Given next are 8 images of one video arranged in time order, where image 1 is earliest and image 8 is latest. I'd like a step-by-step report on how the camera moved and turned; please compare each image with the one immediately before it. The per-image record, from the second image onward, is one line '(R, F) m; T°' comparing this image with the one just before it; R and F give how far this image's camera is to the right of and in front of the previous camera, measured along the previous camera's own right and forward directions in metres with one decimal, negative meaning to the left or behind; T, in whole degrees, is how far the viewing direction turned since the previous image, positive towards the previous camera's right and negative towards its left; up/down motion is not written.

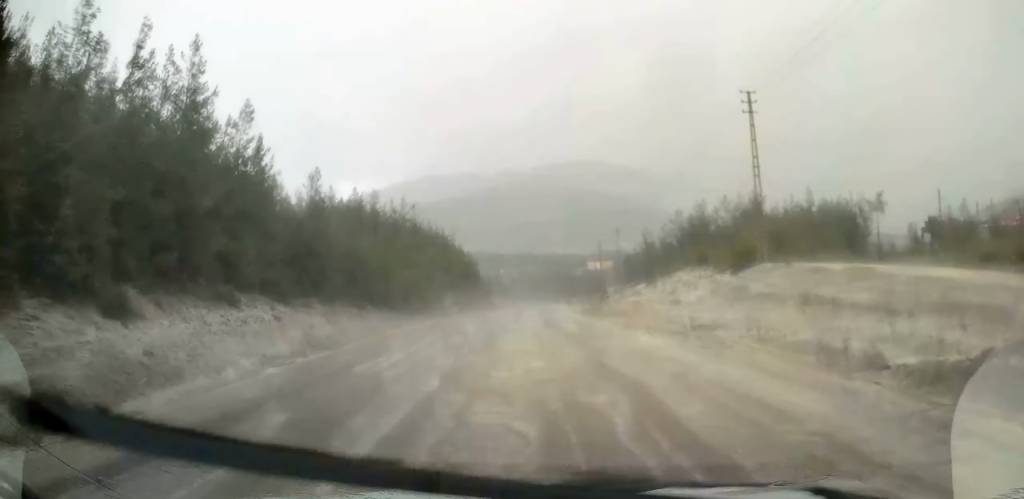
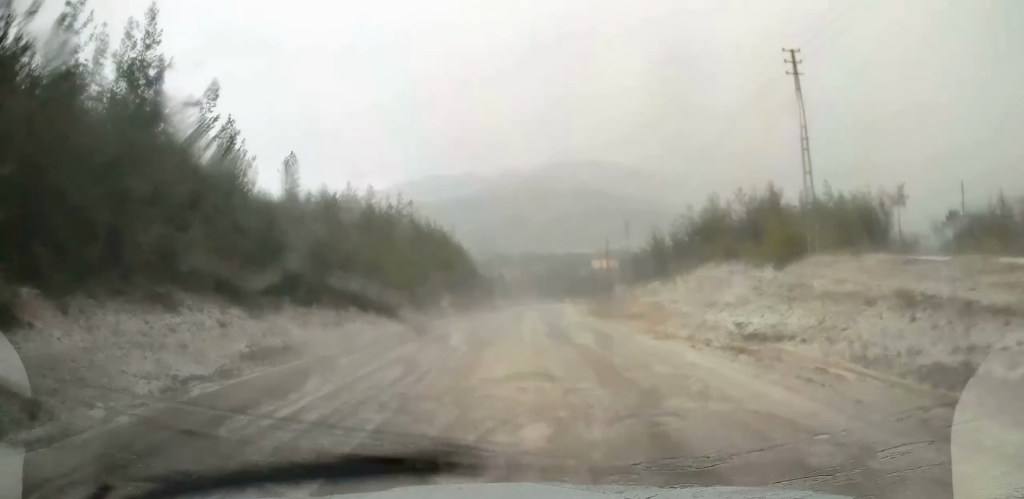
(-0.1, +5.4) m; -1°
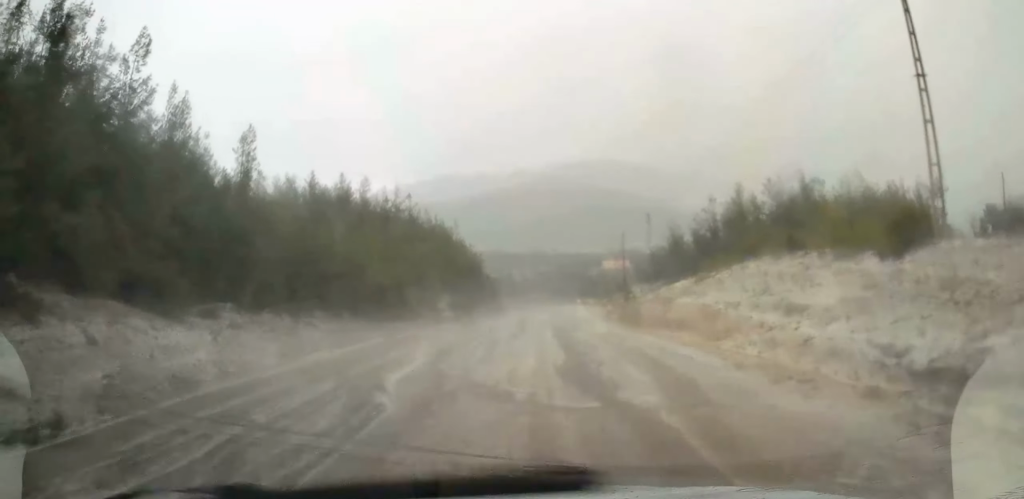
(-0.1, +8.1) m; -1°
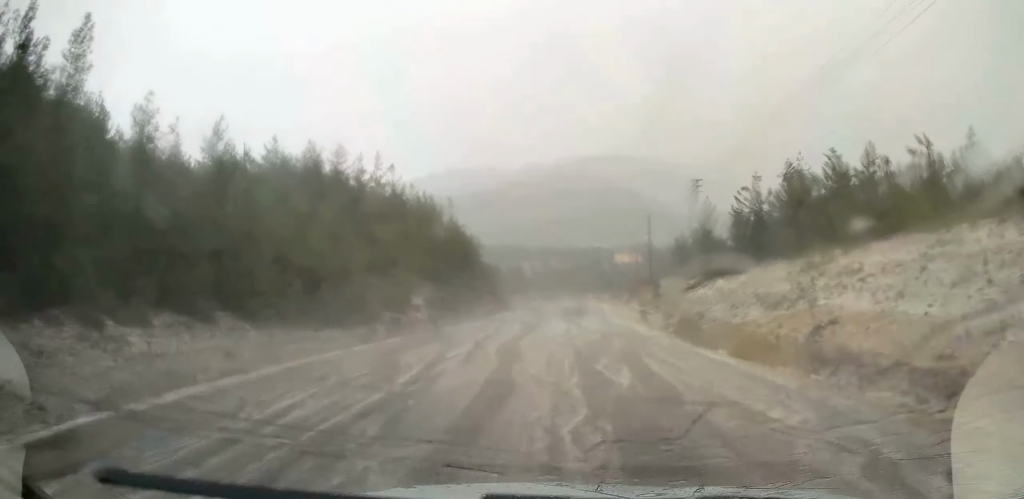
(-0.2, +16.2) m; 0°
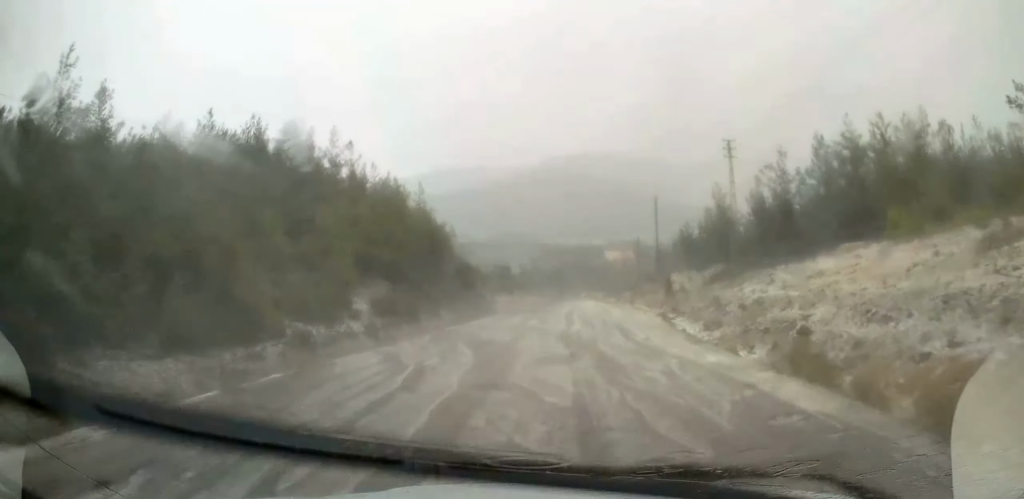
(+0.1, +12.5) m; +1°
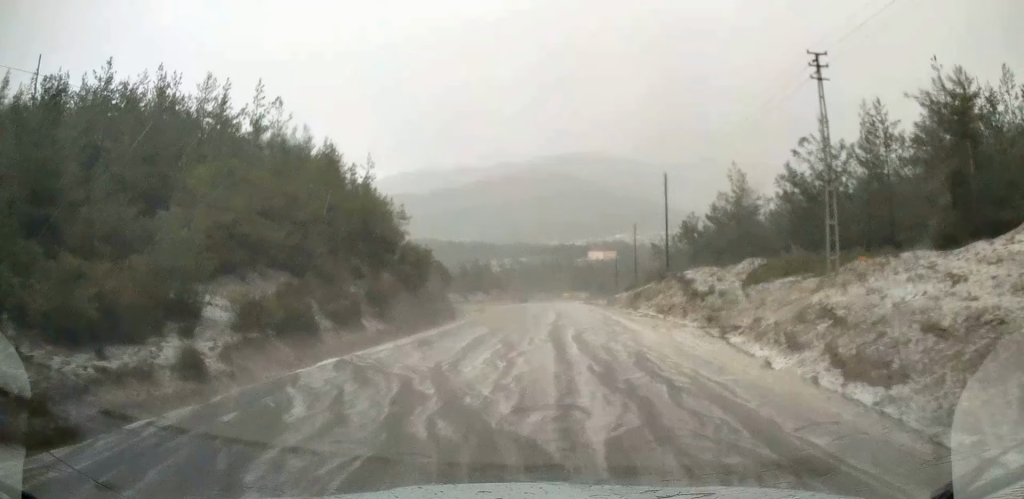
(+0.2, +14.7) m; +2°
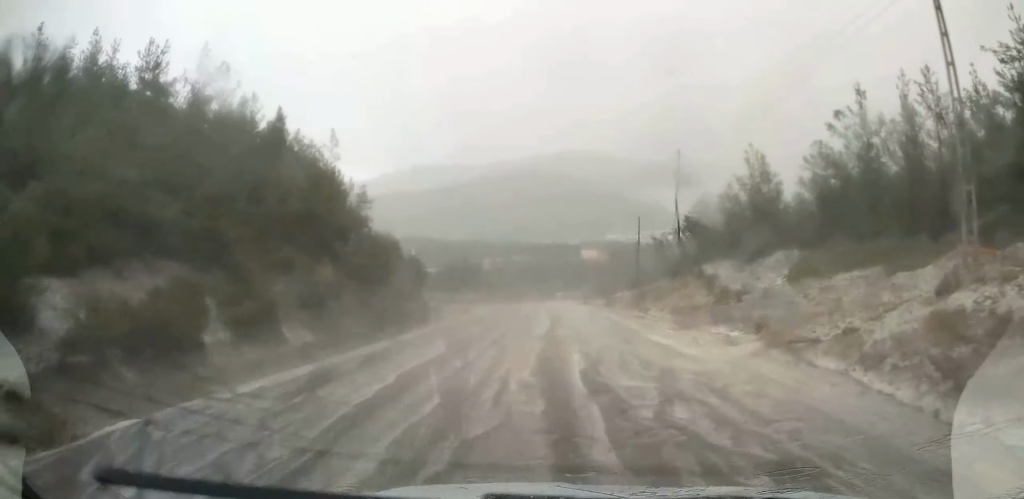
(+0.1, +8.4) m; +1°
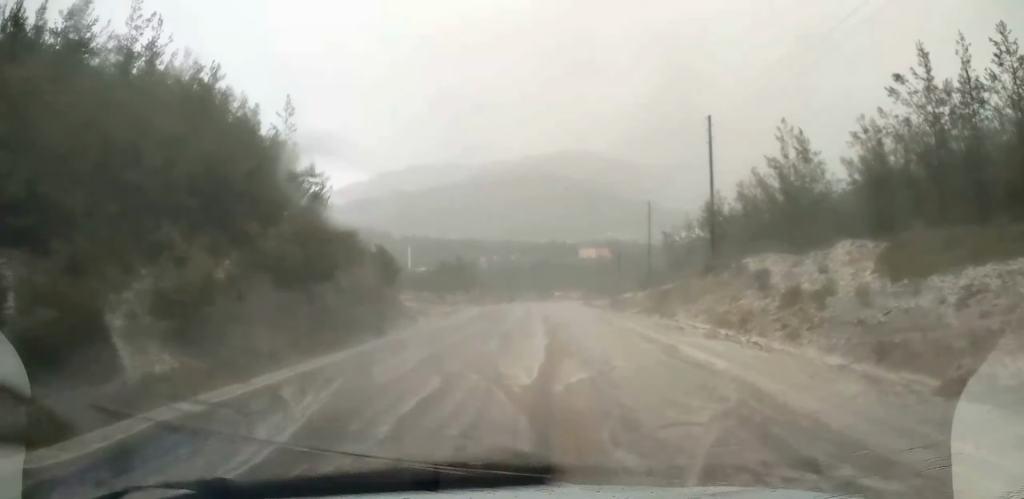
(+0.1, +9.2) m; 0°
